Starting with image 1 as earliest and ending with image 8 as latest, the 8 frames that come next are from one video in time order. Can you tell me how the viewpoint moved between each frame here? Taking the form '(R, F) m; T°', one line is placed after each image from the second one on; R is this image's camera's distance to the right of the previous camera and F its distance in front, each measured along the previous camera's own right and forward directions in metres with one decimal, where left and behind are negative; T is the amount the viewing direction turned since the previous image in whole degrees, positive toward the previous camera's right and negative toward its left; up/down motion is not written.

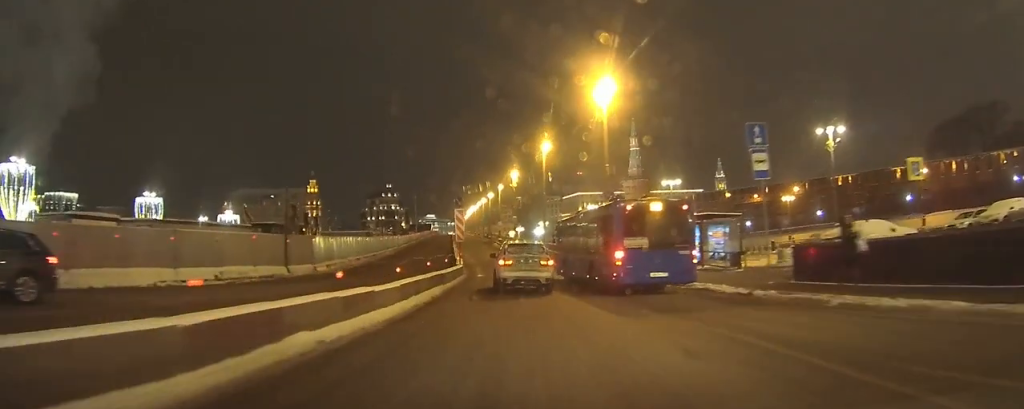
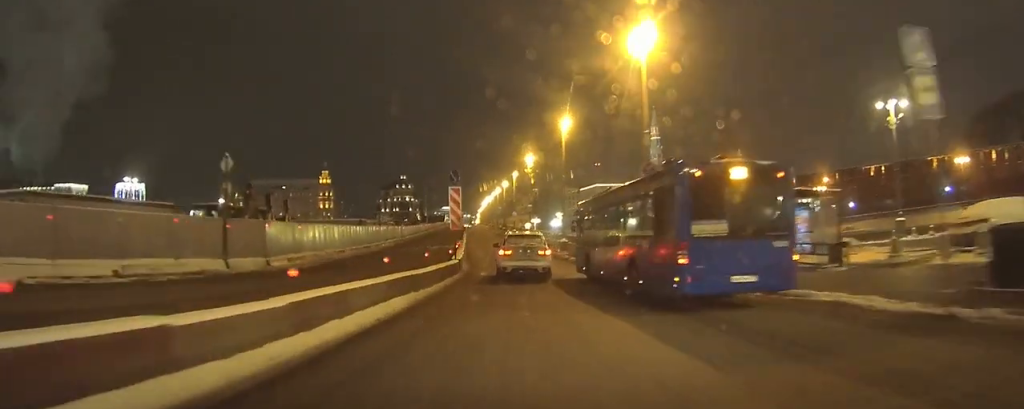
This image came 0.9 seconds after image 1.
(-0.2, +7.3) m; -4°
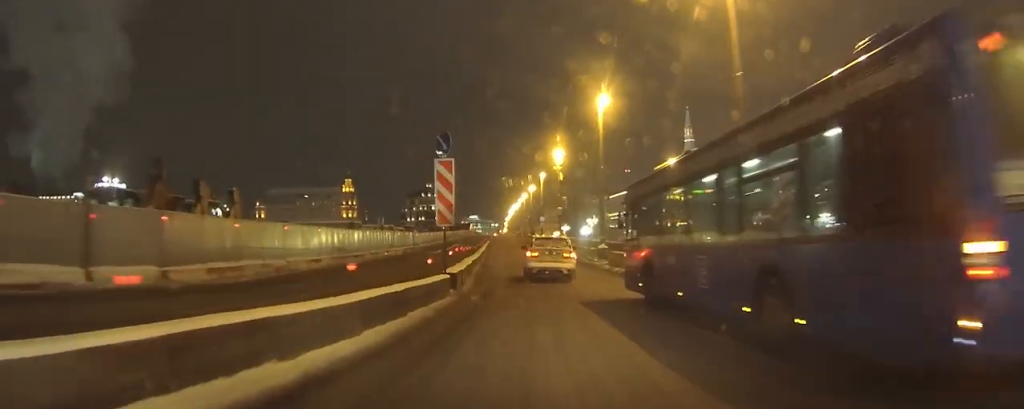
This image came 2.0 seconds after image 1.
(-0.4, +8.5) m; -4°
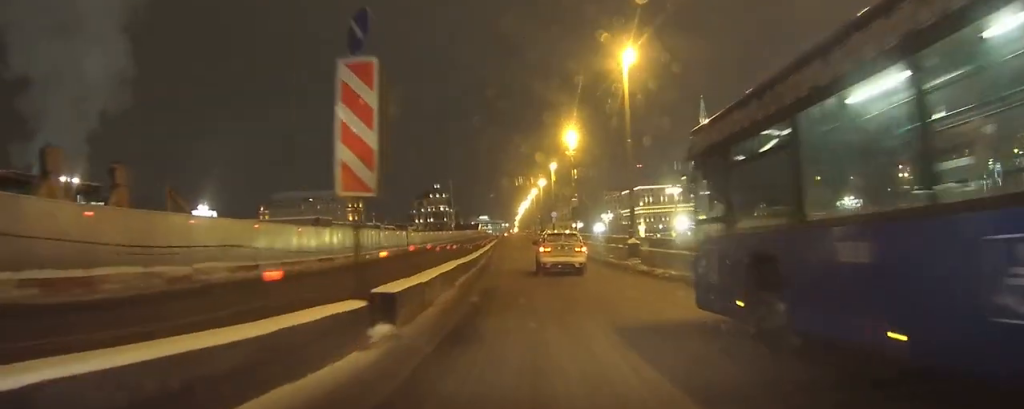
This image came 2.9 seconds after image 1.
(-0.2, +7.8) m; -1°
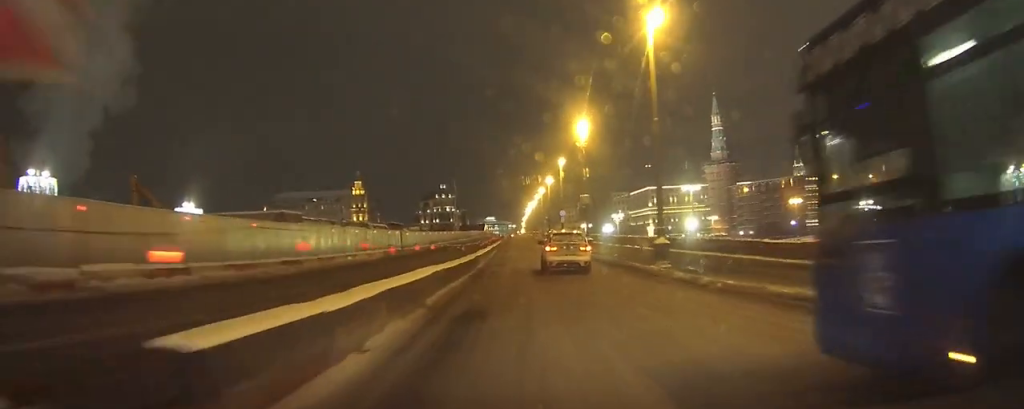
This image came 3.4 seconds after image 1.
(0.0, +5.1) m; 0°
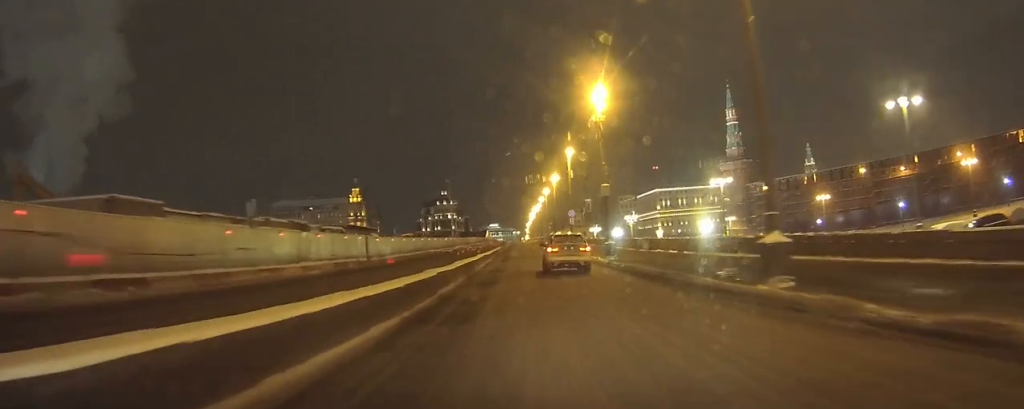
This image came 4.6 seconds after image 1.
(0.0, +11.2) m; +1°
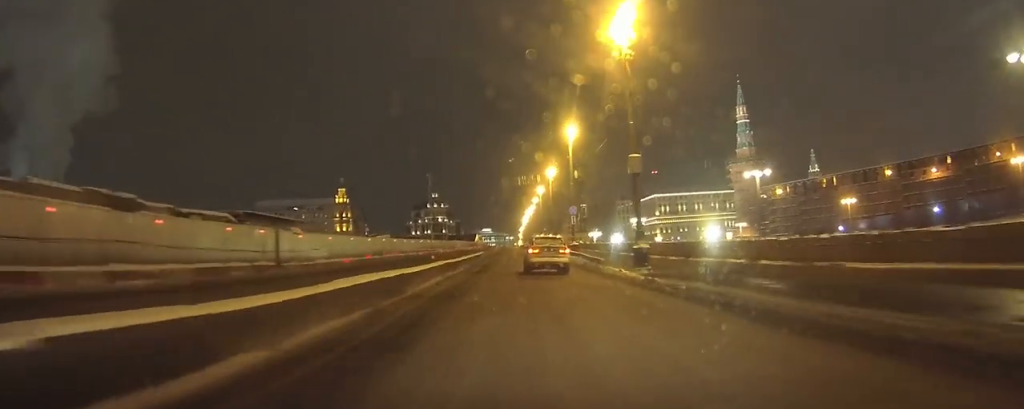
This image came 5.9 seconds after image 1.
(+0.1, +12.7) m; 0°
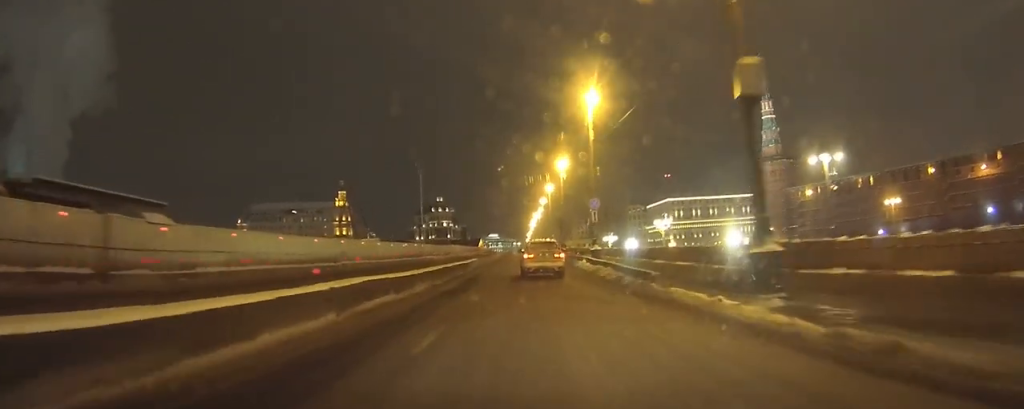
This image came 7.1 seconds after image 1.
(-0.2, +12.1) m; -1°
